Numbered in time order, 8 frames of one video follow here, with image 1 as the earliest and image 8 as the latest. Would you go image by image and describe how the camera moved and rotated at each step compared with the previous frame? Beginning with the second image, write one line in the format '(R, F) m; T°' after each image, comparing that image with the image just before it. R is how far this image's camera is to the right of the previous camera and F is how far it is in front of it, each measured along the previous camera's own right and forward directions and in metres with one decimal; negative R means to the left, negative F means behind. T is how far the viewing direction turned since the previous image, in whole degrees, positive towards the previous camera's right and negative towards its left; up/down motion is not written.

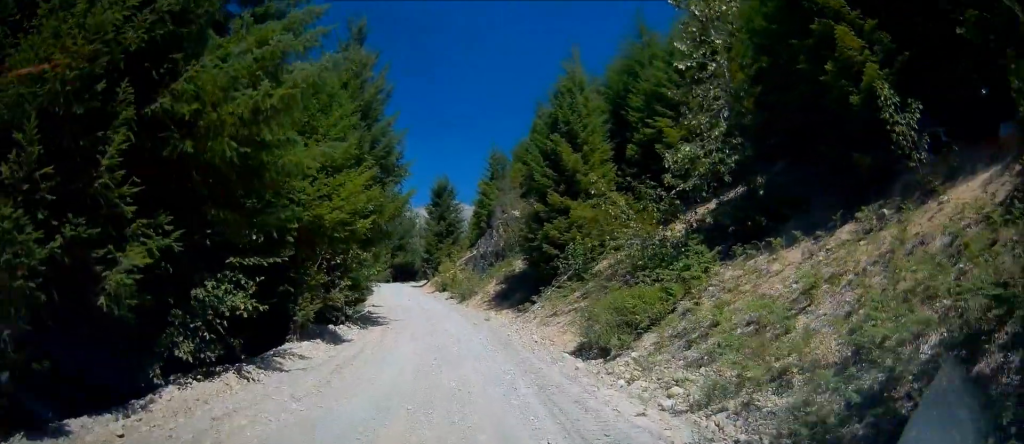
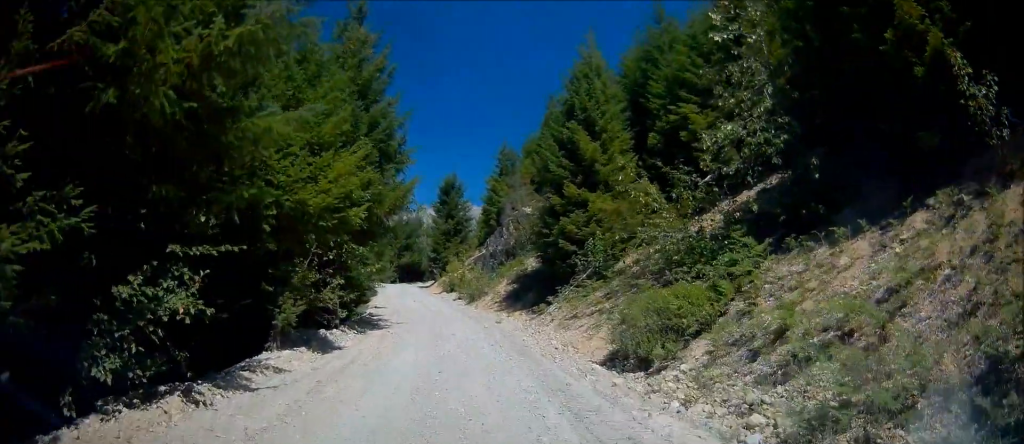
(-0.1, +2.2) m; 0°
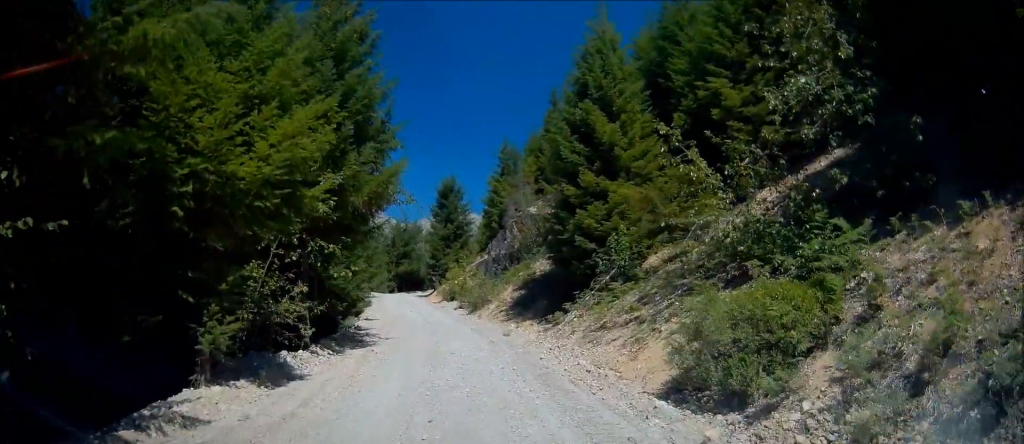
(+0.2, +3.6) m; -2°
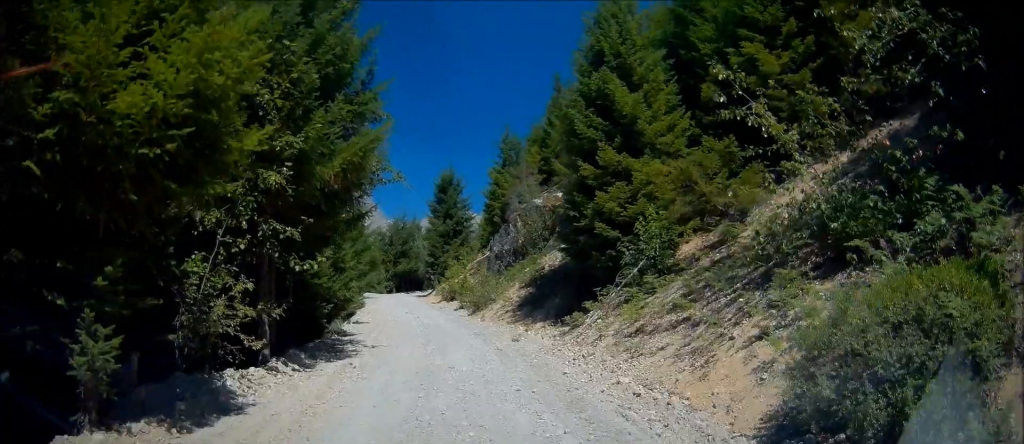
(-0.1, +3.1) m; -3°
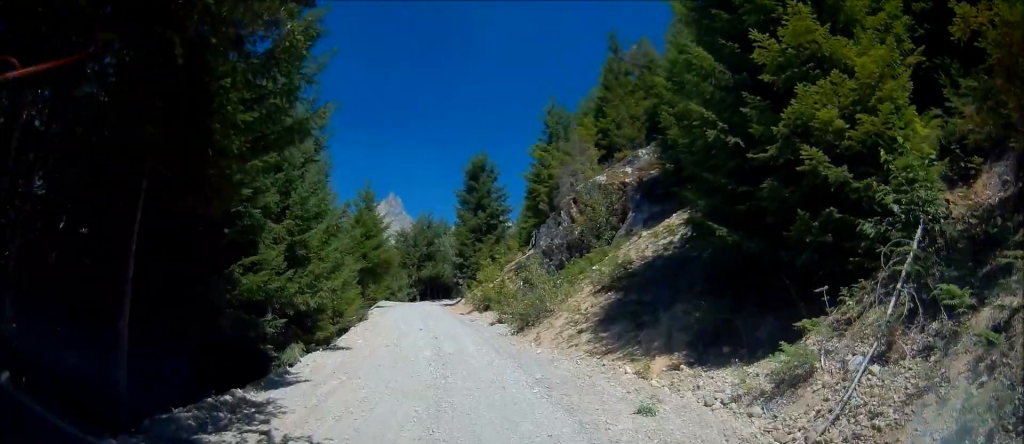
(-0.6, +10.0) m; -5°
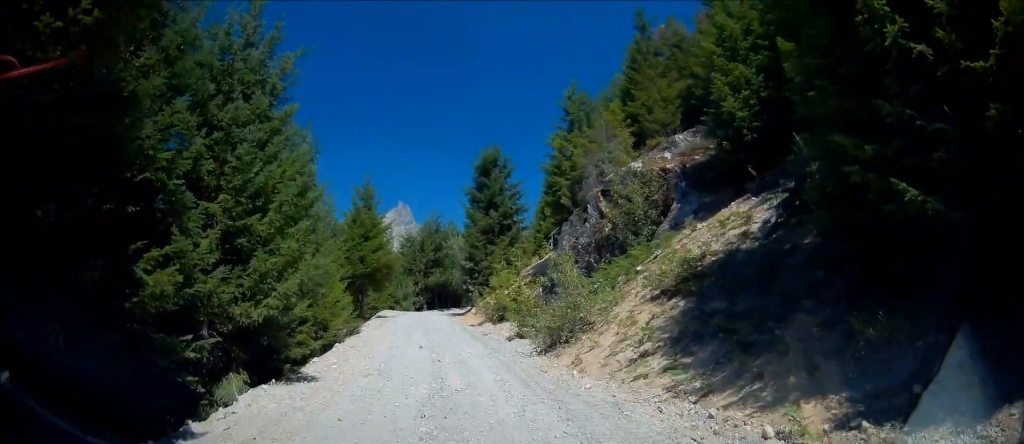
(0.0, +4.5) m; 0°
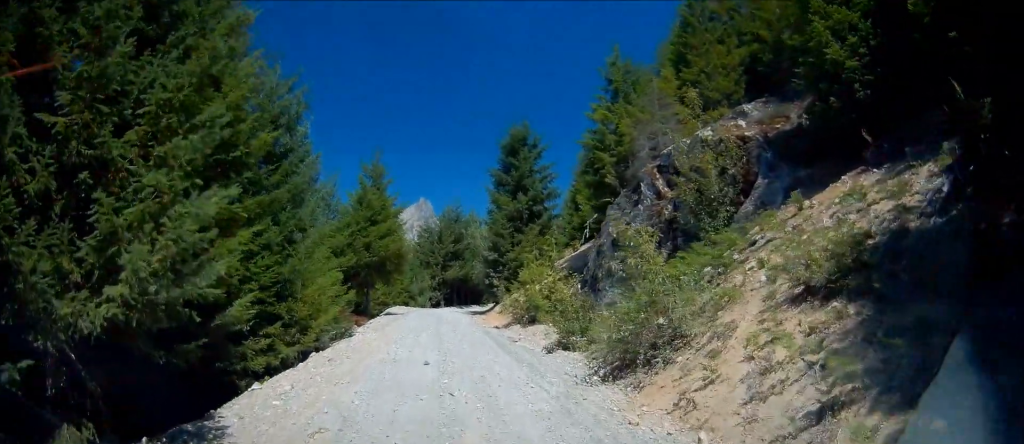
(0.0, +5.2) m; +1°
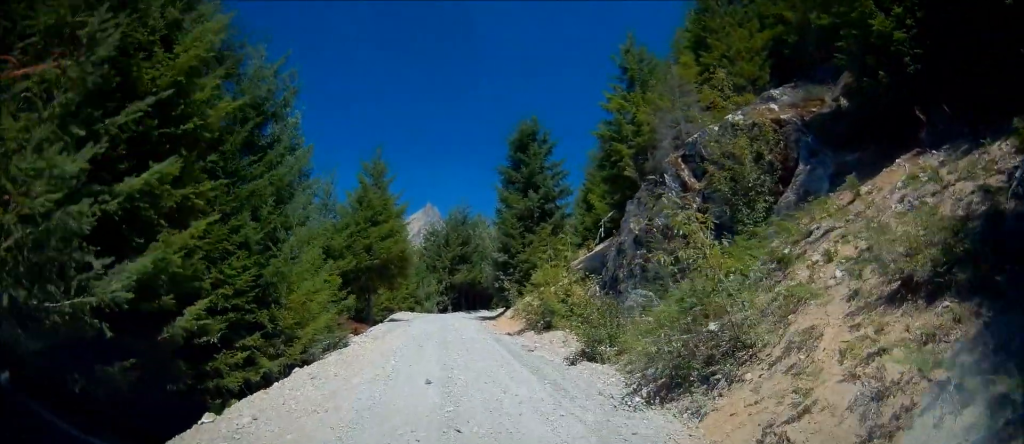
(0.0, +2.1) m; +1°
